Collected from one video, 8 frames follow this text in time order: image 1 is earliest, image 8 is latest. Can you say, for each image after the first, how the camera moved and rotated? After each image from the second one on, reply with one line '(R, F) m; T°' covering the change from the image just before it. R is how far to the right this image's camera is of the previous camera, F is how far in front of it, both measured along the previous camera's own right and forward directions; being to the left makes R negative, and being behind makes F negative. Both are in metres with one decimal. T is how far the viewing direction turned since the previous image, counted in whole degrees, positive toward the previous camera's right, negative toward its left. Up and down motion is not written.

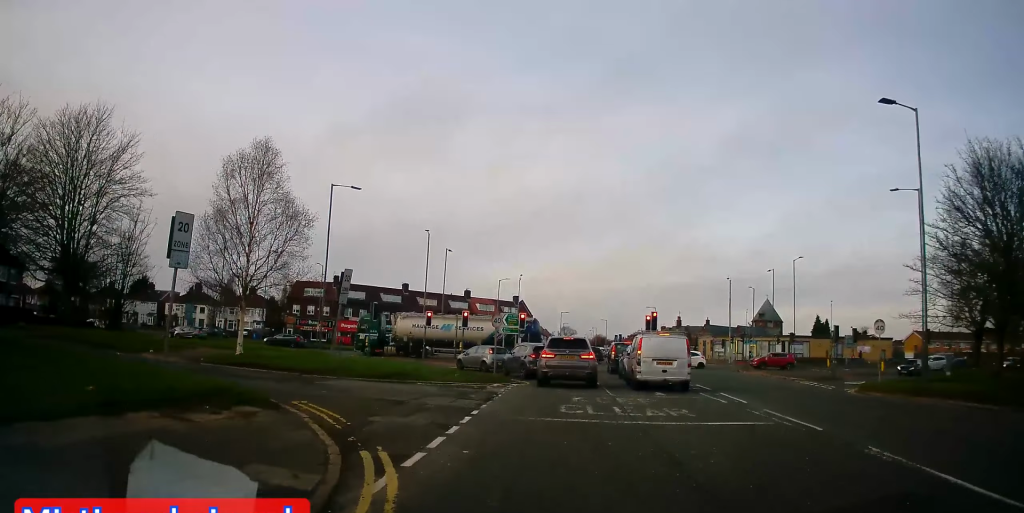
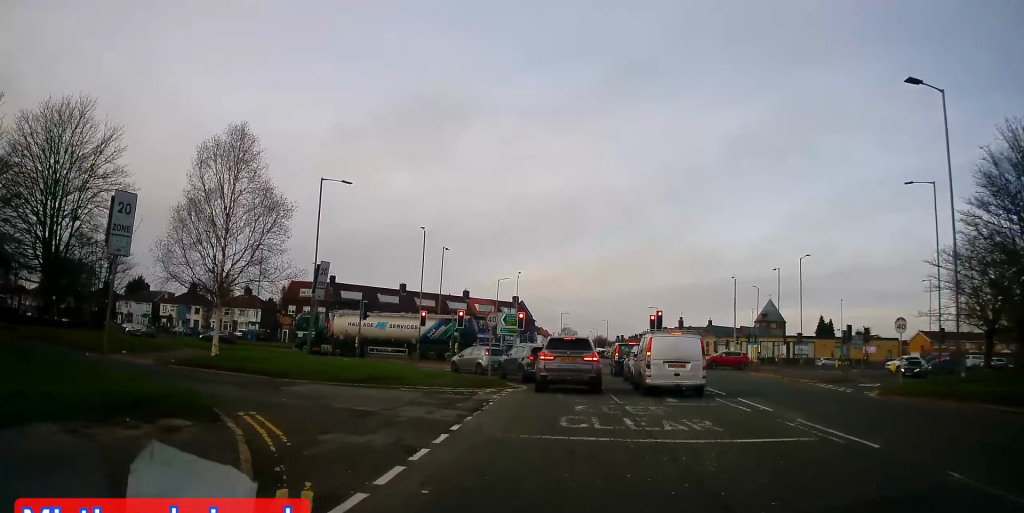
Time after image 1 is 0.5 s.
(-0.1, +2.1) m; -2°
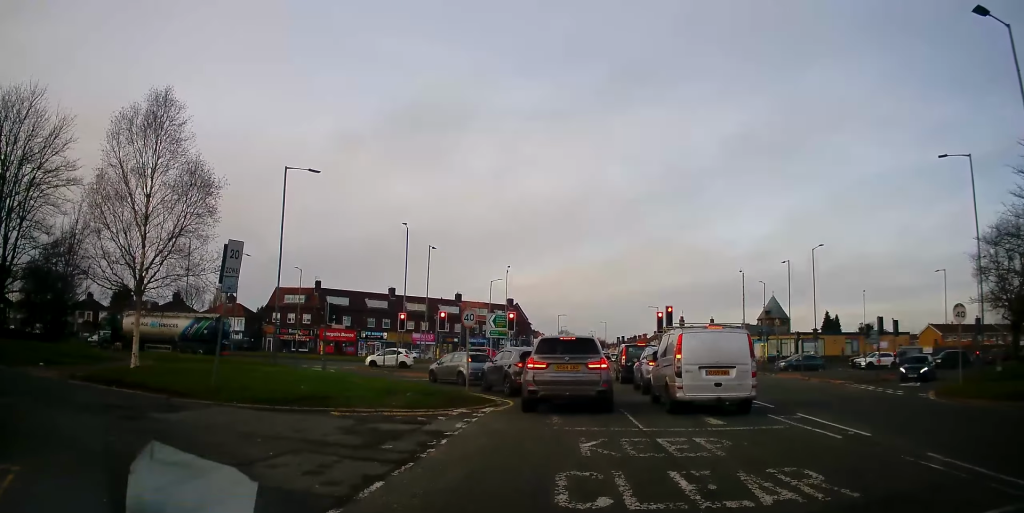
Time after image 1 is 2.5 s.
(+0.2, +5.9) m; +7°
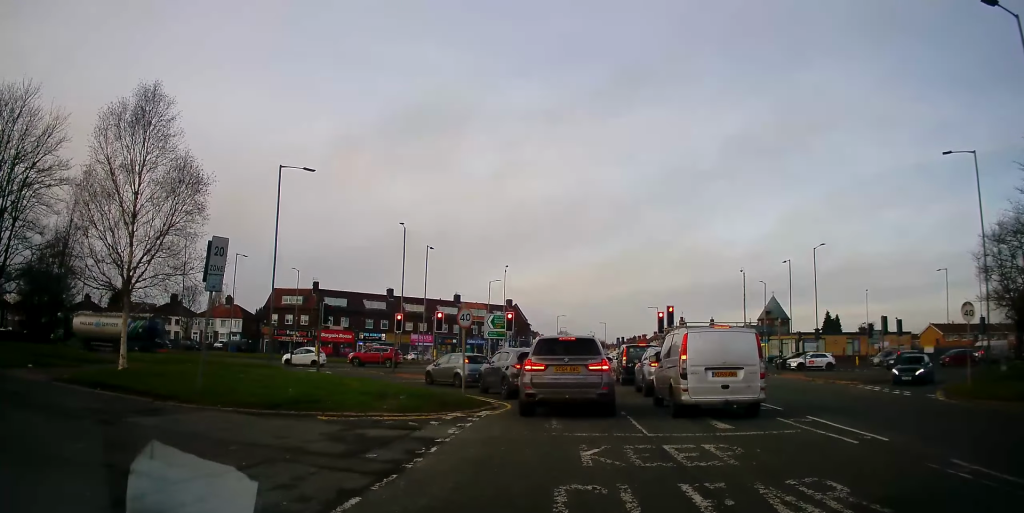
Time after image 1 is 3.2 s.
(0.0, +1.0) m; +1°
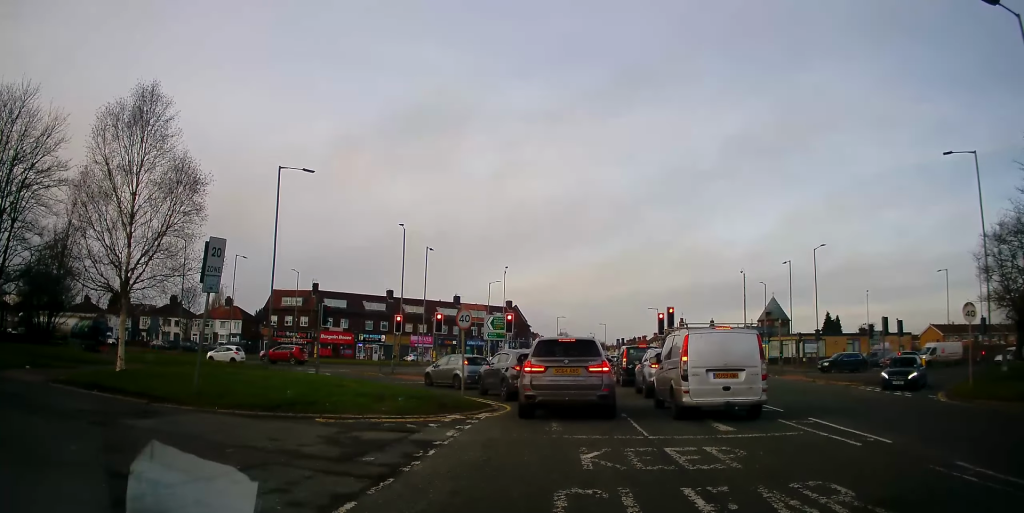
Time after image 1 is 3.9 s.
(-0.1, +0.5) m; 0°
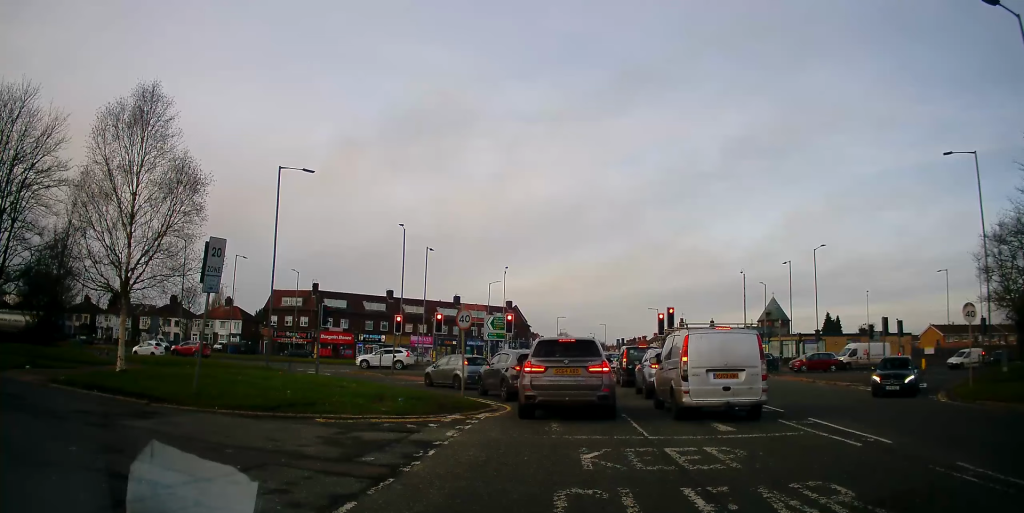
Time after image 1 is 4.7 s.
(0.0, 0.0) m; 0°
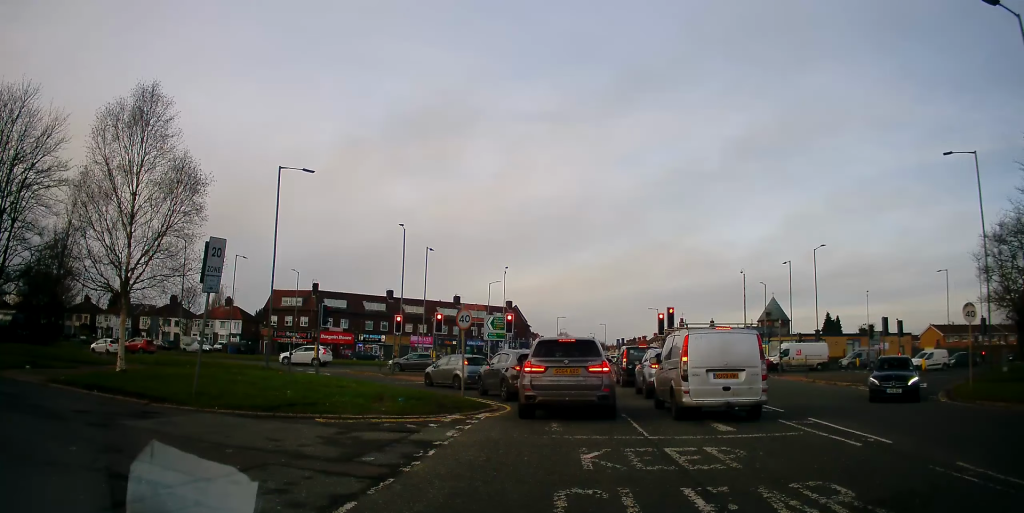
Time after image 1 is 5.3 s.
(0.0, 0.0) m; 0°
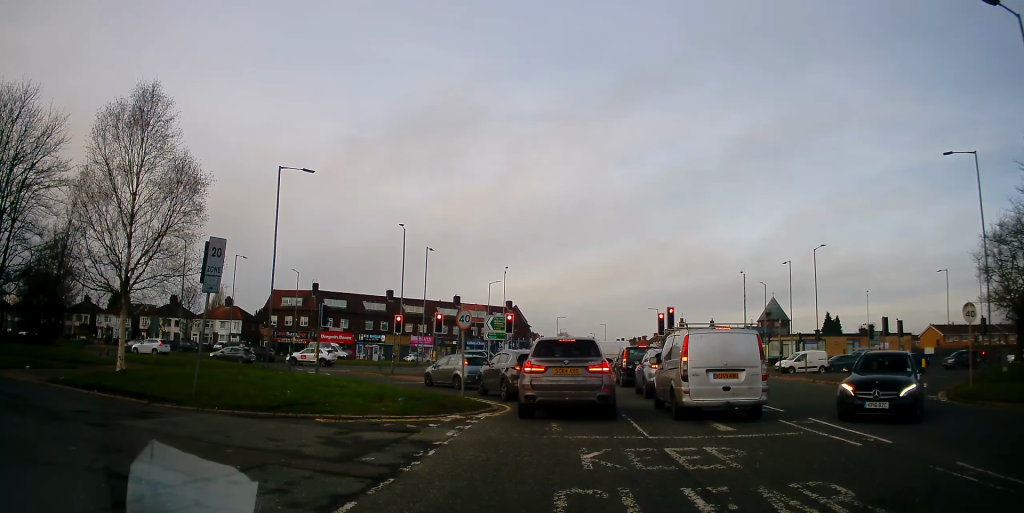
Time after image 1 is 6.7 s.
(0.0, 0.0) m; 0°
